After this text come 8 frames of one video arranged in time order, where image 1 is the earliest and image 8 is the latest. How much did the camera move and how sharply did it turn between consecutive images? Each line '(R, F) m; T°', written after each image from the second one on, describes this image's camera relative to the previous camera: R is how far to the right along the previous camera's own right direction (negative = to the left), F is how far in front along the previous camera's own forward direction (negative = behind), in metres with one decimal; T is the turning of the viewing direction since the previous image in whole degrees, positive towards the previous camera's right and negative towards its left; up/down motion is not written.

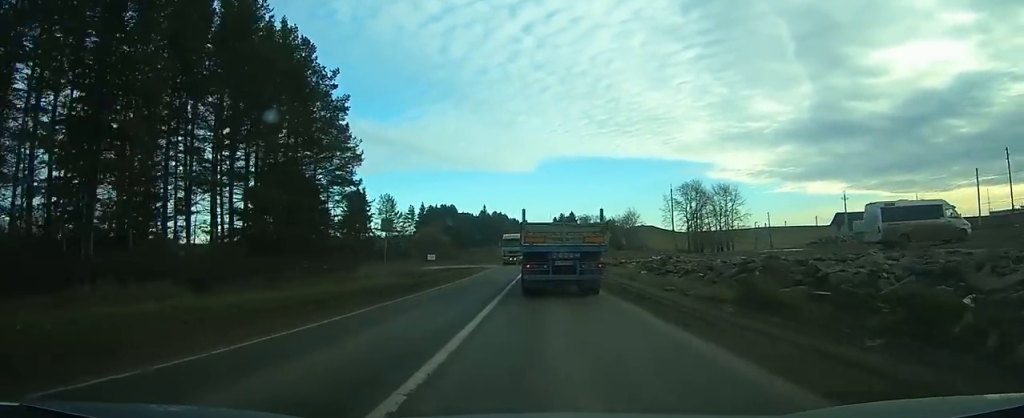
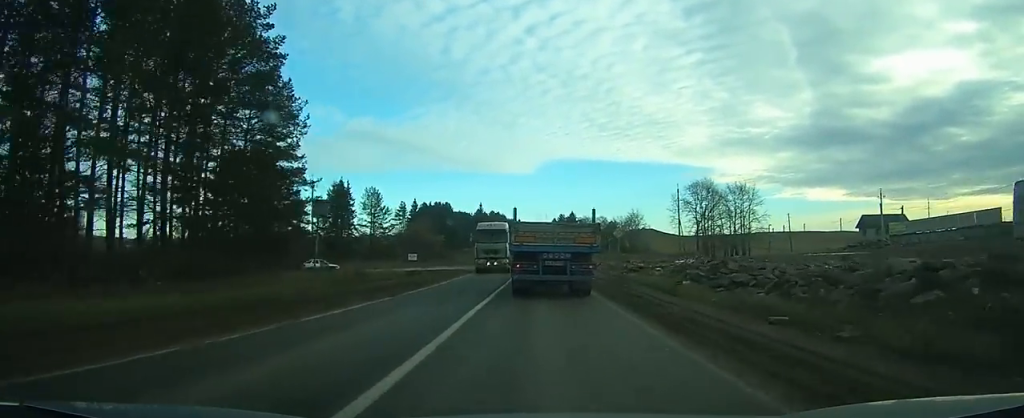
(0.0, +12.1) m; 0°
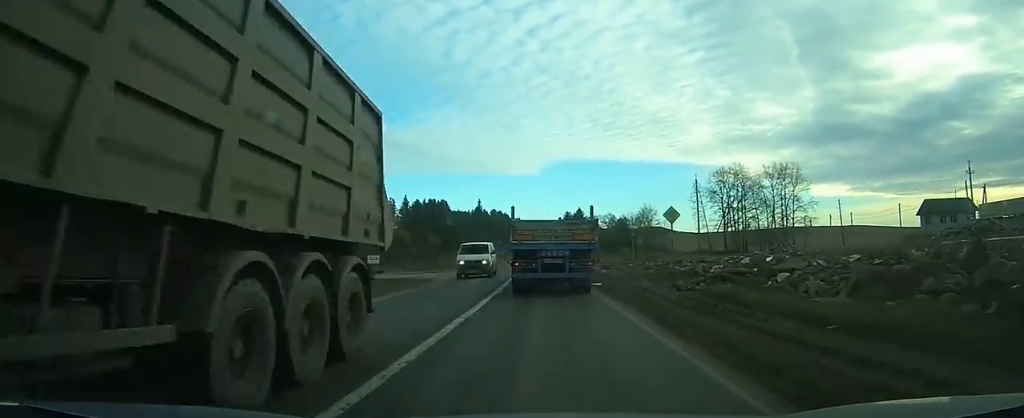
(0.0, +21.0) m; 0°
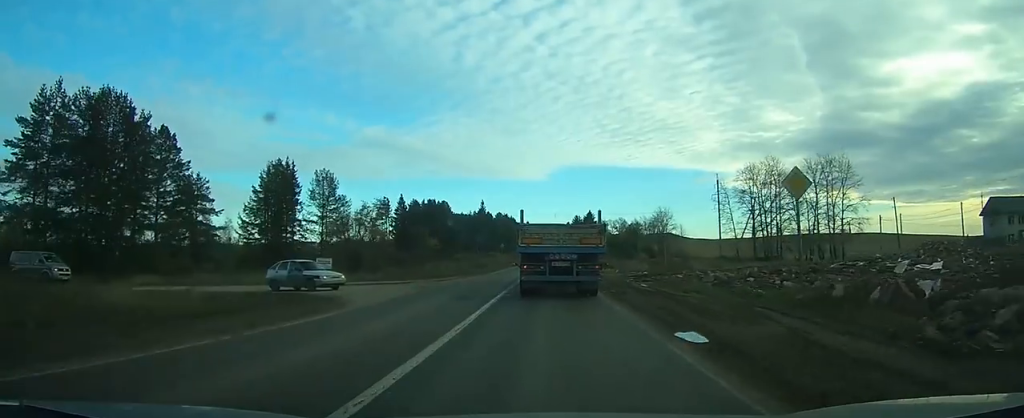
(-0.1, +16.2) m; 0°
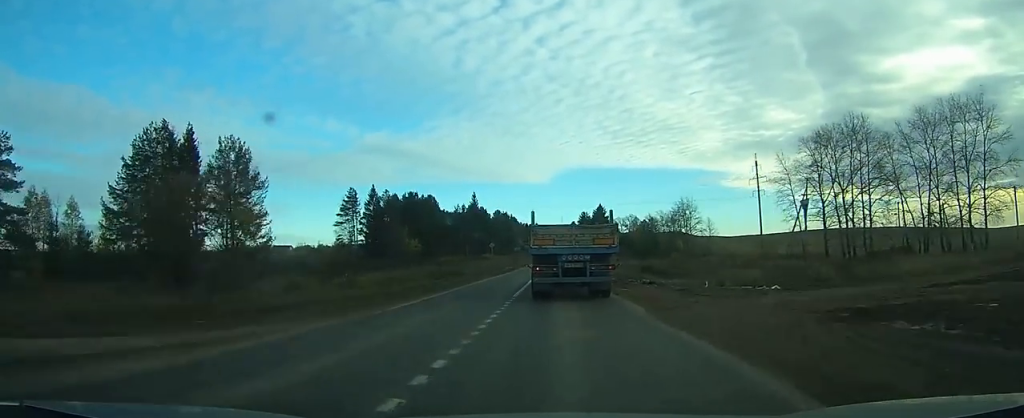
(+0.1, +32.5) m; 0°
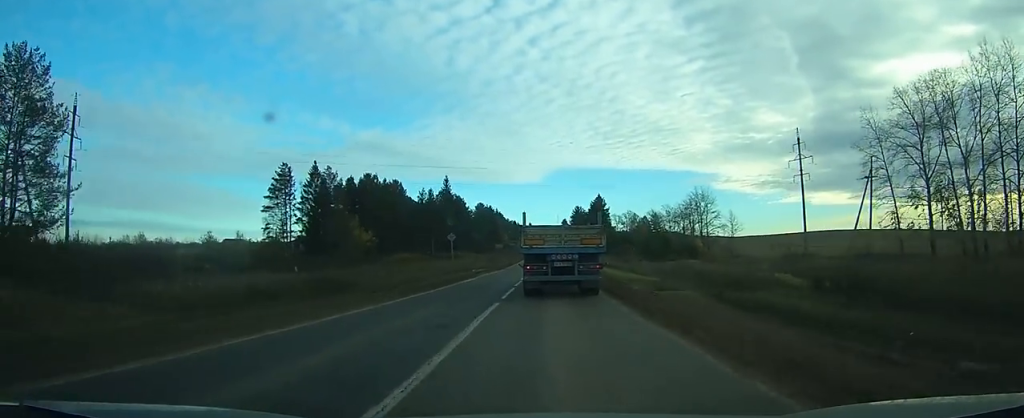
(0.0, +31.0) m; 0°
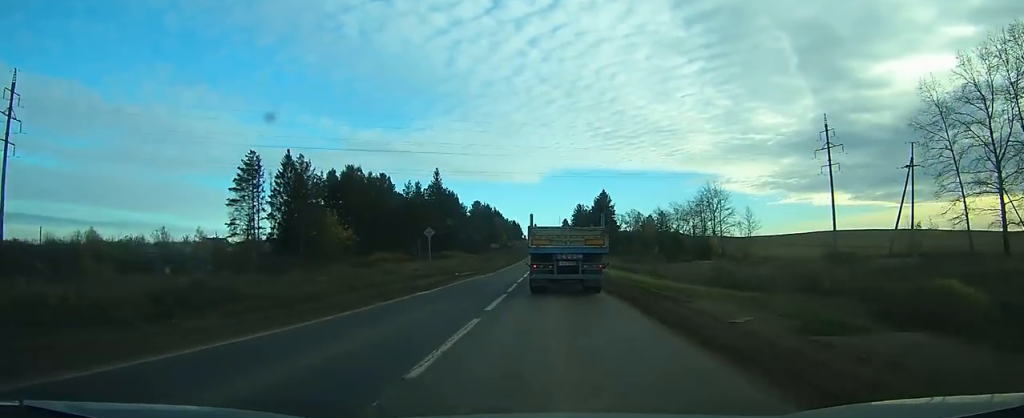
(0.0, +11.9) m; 0°
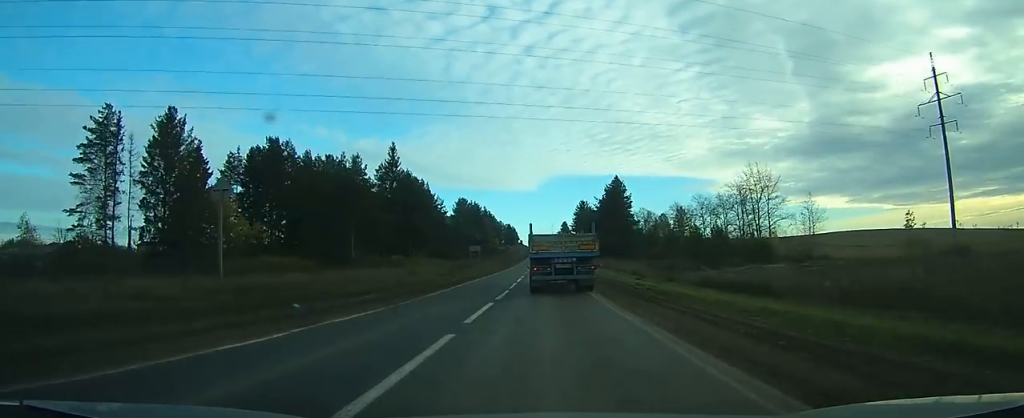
(0.0, +32.9) m; 0°
